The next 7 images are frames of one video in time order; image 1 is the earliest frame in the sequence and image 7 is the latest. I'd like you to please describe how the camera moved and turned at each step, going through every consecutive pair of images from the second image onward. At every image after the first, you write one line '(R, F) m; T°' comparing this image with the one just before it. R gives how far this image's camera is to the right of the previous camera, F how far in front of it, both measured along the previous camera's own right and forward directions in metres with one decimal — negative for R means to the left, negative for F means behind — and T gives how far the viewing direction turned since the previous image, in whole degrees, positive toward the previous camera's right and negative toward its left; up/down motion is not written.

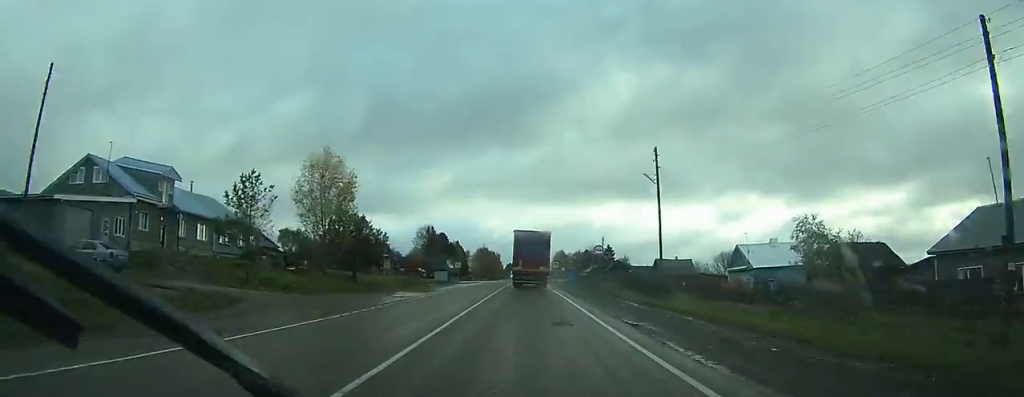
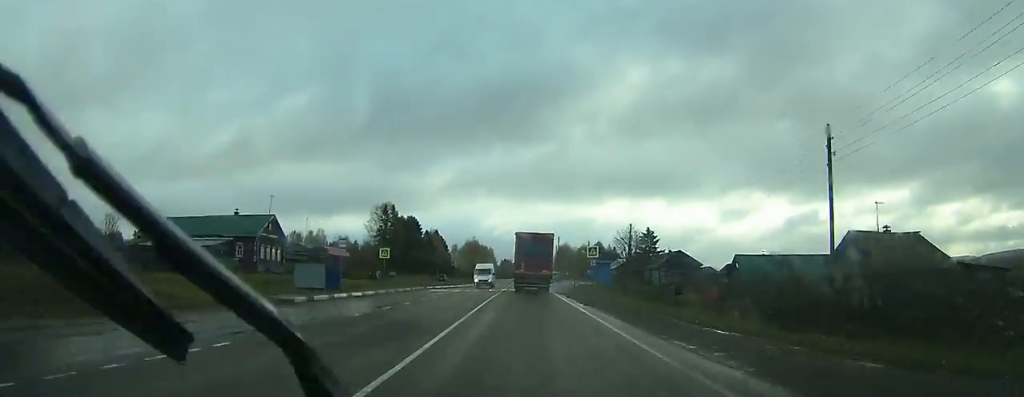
(-0.1, +58.6) m; 0°
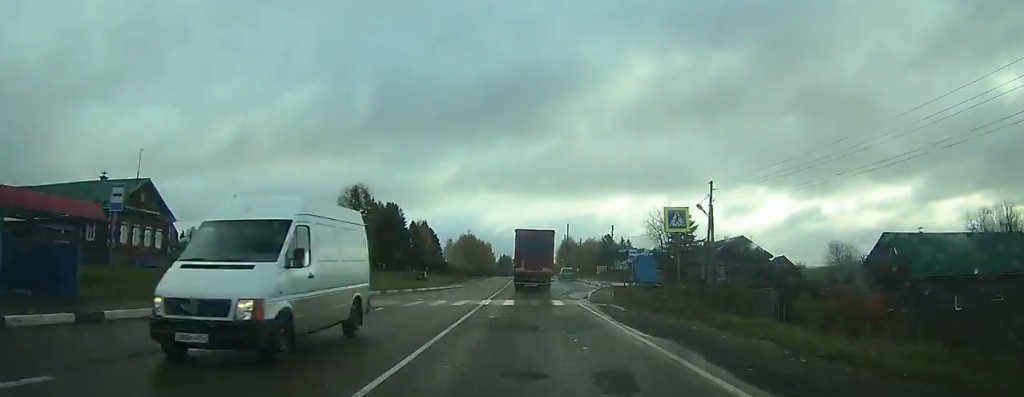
(0.0, +25.3) m; 0°
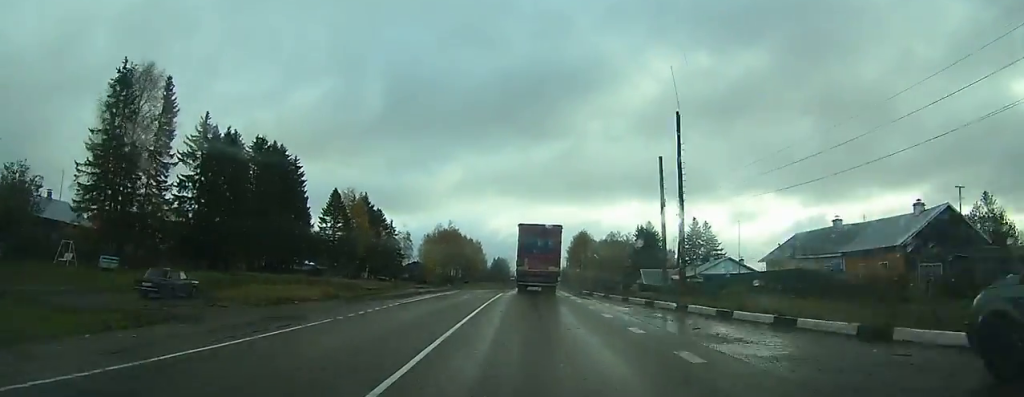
(-0.4, +71.4) m; 0°
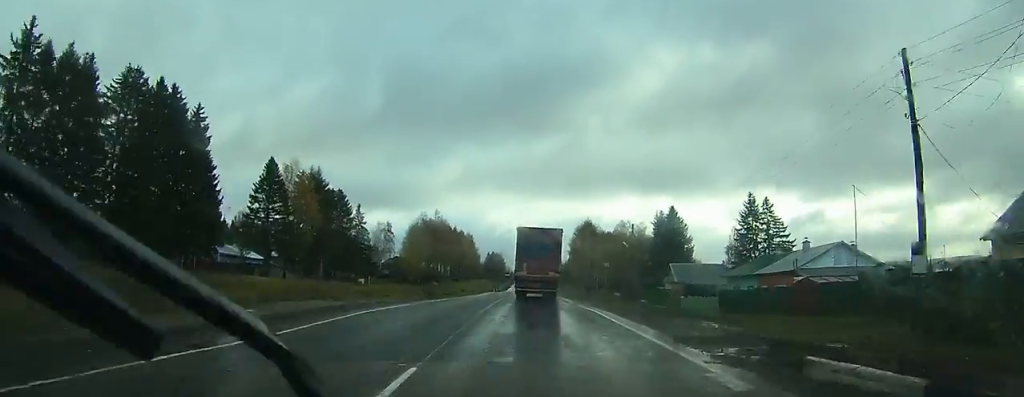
(+0.1, +25.9) m; +1°
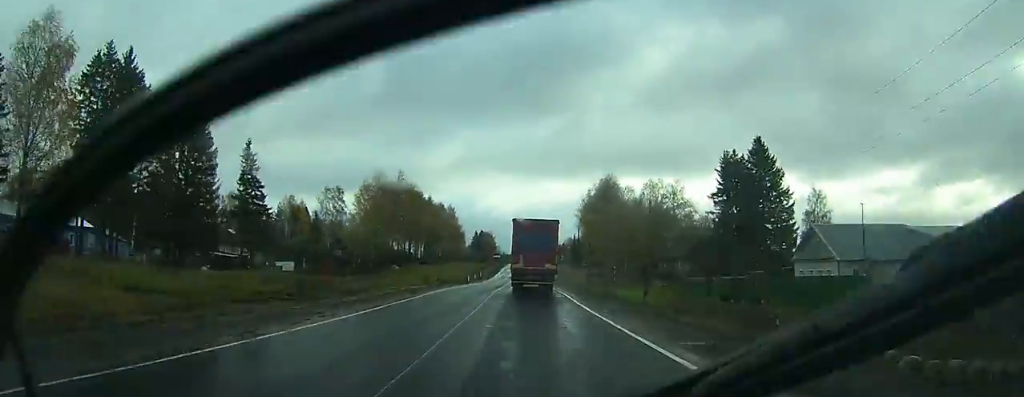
(+0.4, +48.8) m; +1°
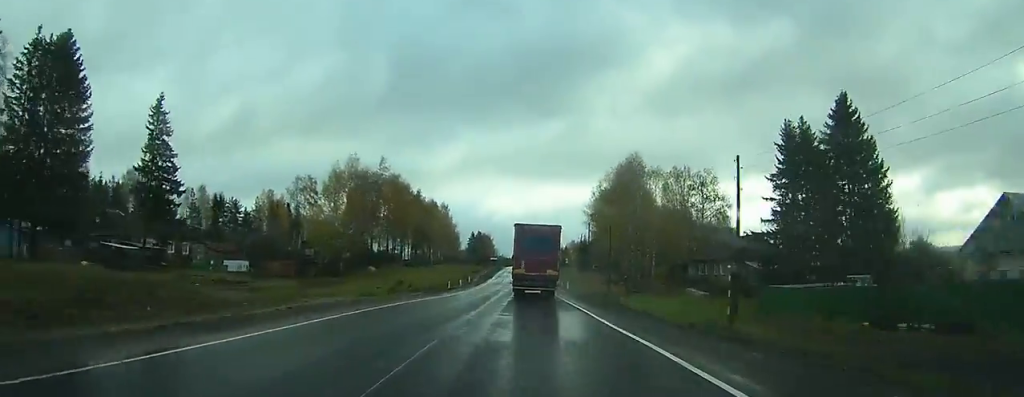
(0.0, +20.6) m; 0°
